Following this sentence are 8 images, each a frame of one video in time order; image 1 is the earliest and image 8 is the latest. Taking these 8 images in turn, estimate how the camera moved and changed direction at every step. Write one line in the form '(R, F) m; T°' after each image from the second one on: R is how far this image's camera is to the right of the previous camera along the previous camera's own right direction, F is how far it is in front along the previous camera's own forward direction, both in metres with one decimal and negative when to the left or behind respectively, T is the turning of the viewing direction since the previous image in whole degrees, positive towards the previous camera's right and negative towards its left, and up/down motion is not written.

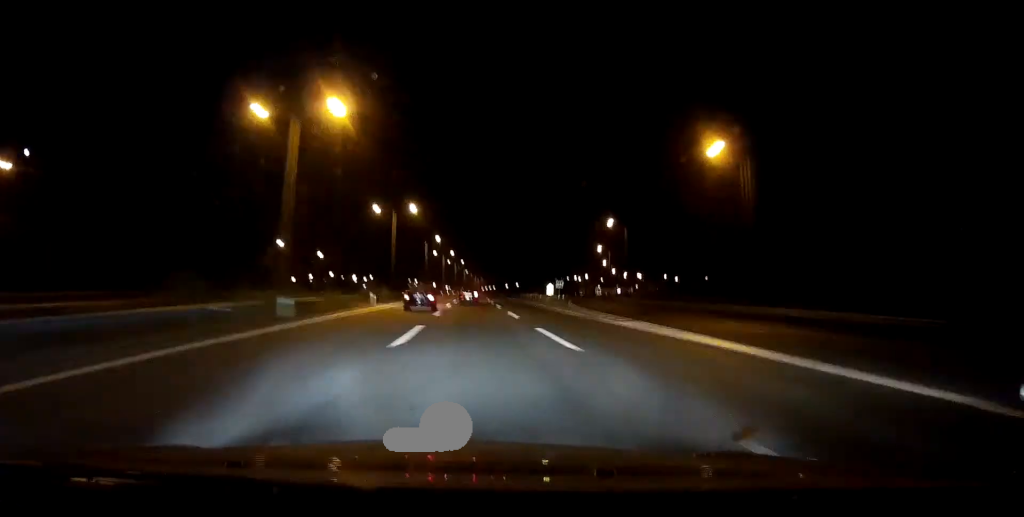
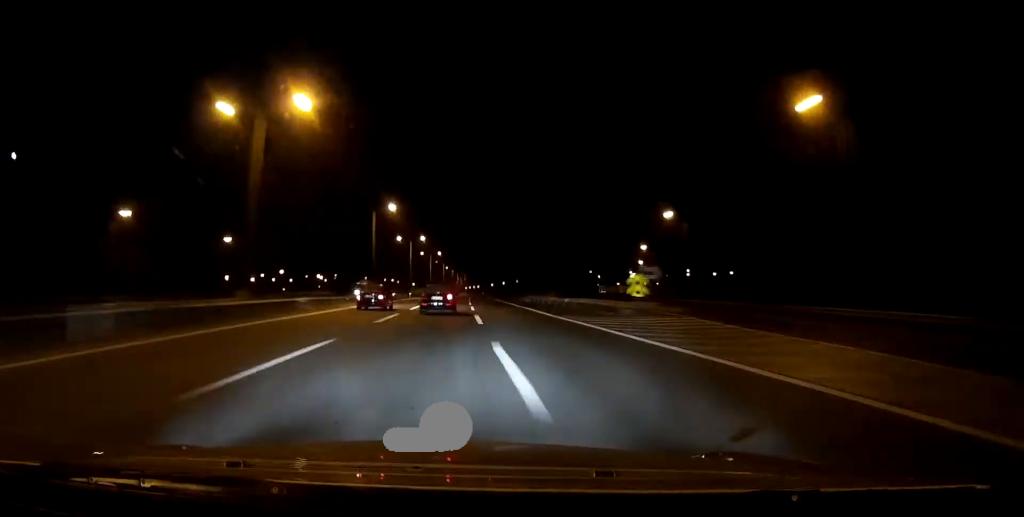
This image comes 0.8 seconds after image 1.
(+0.3, +51.1) m; +1°
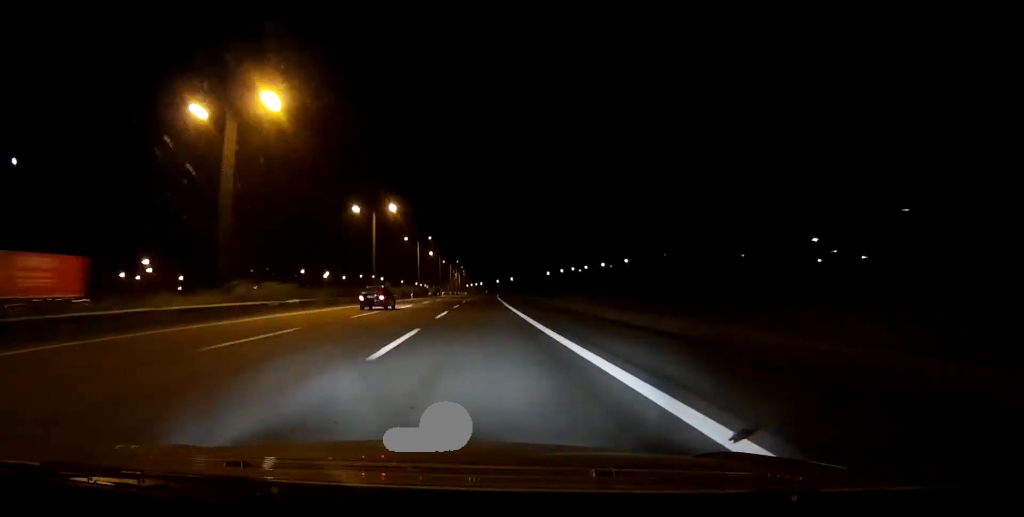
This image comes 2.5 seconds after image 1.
(+2.1, +99.8) m; +2°
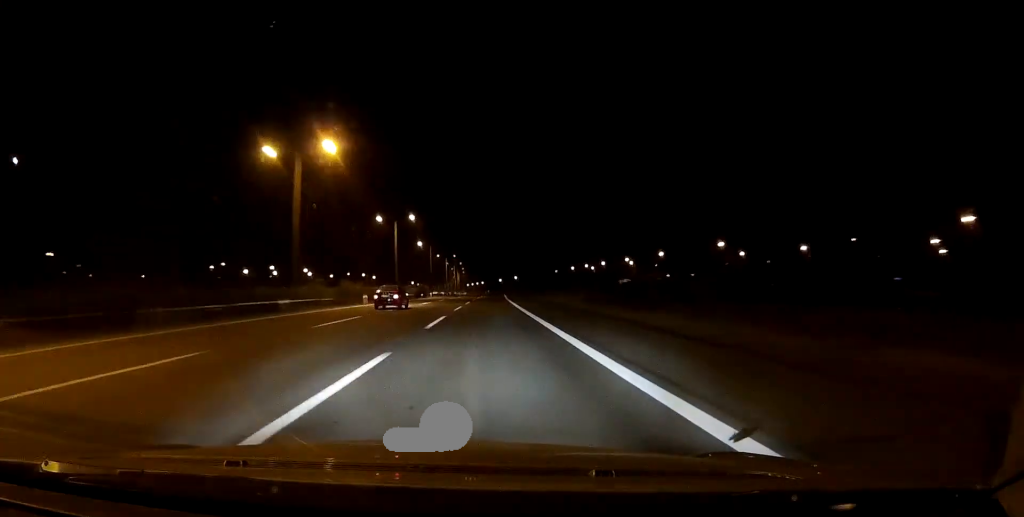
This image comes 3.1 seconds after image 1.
(0.0, +36.6) m; +1°
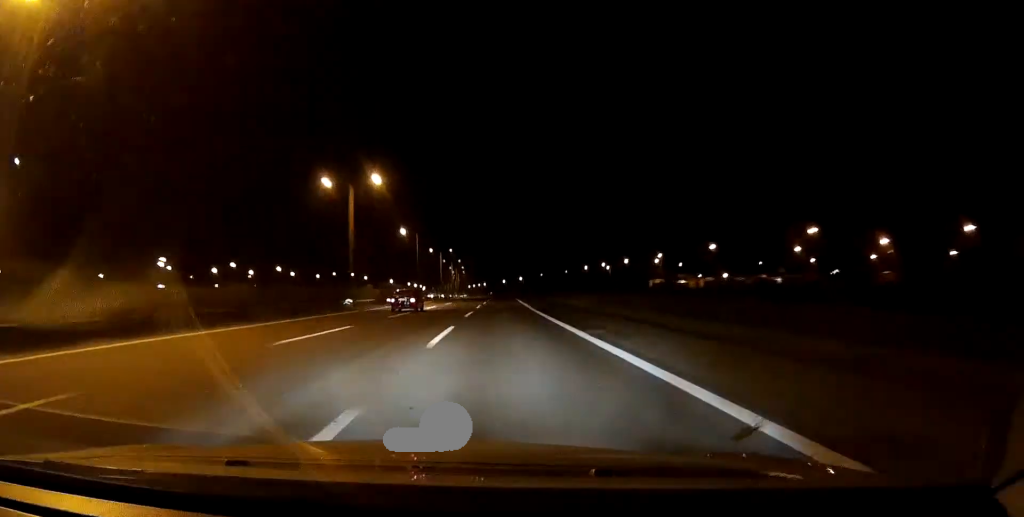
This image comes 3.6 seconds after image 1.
(+0.4, +34.7) m; 0°
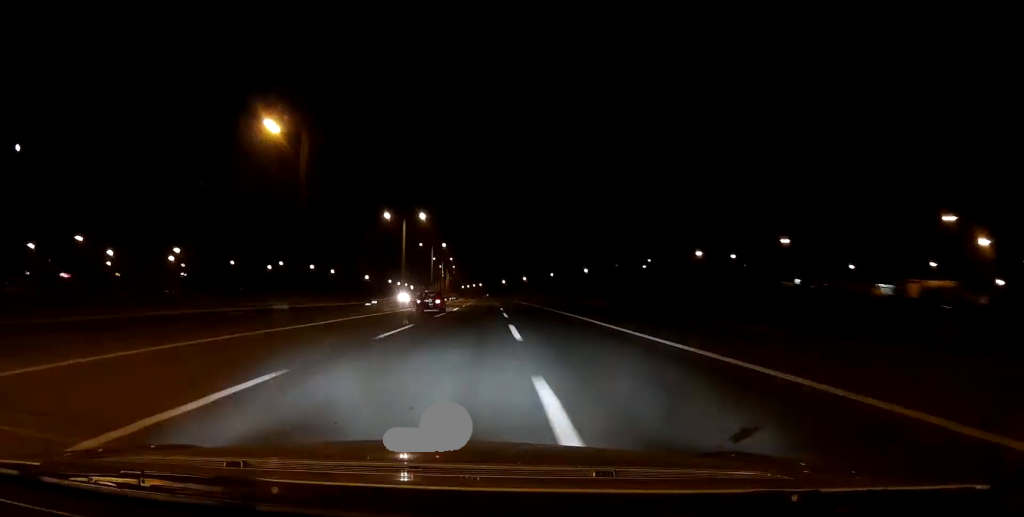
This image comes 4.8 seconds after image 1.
(0.0, +72.5) m; 0°
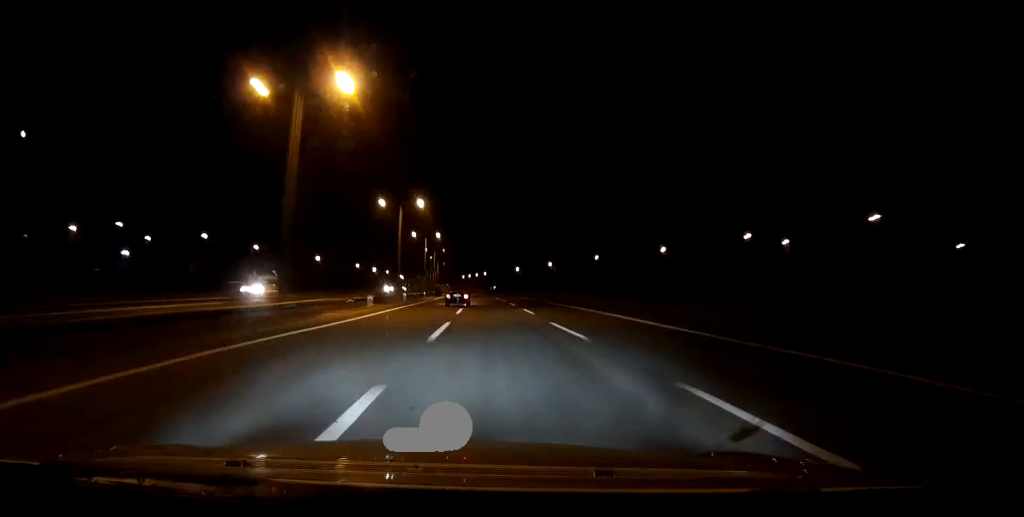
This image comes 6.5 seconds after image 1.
(+0.1, +108.2) m; 0°
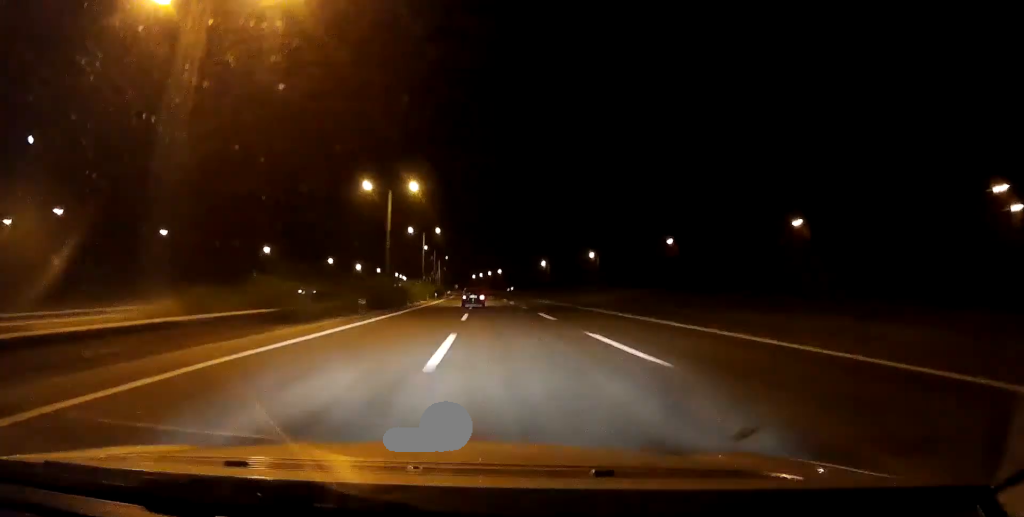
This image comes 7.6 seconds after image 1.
(+0.1, +65.5) m; -1°
